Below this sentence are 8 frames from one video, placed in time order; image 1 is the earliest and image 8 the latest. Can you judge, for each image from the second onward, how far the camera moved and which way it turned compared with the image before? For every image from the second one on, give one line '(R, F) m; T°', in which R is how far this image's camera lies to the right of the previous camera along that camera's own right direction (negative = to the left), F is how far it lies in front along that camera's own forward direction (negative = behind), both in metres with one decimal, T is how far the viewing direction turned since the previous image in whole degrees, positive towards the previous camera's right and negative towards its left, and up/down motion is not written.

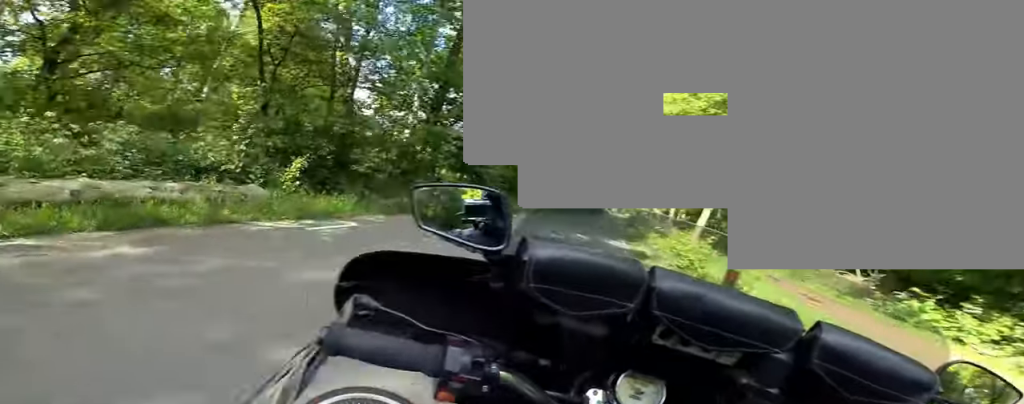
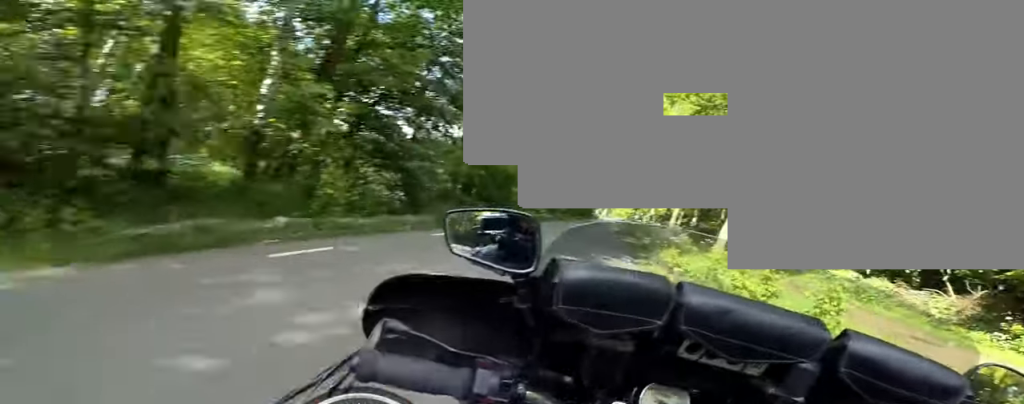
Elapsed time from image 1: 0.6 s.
(0.0, +4.8) m; 0°
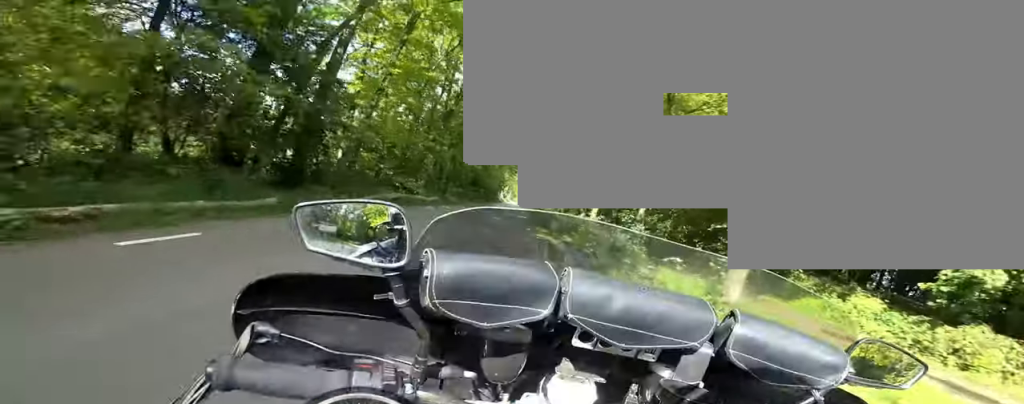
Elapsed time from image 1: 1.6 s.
(0.0, +8.6) m; +1°
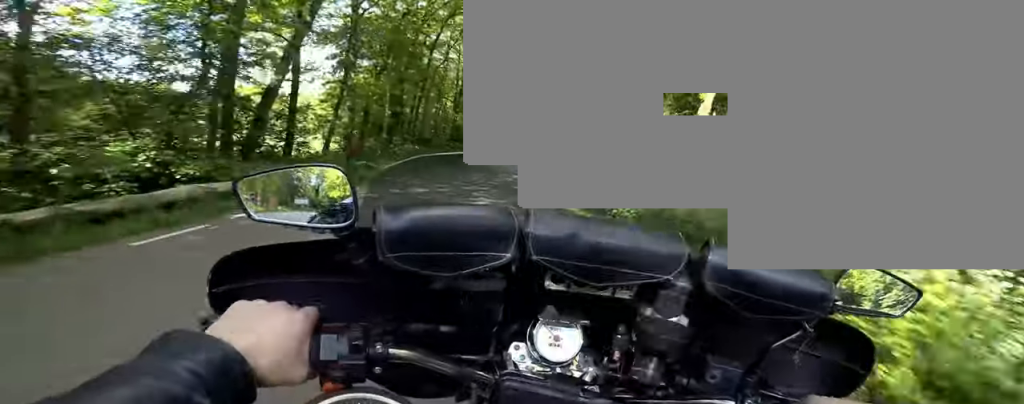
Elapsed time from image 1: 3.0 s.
(+0.6, +12.2) m; +3°
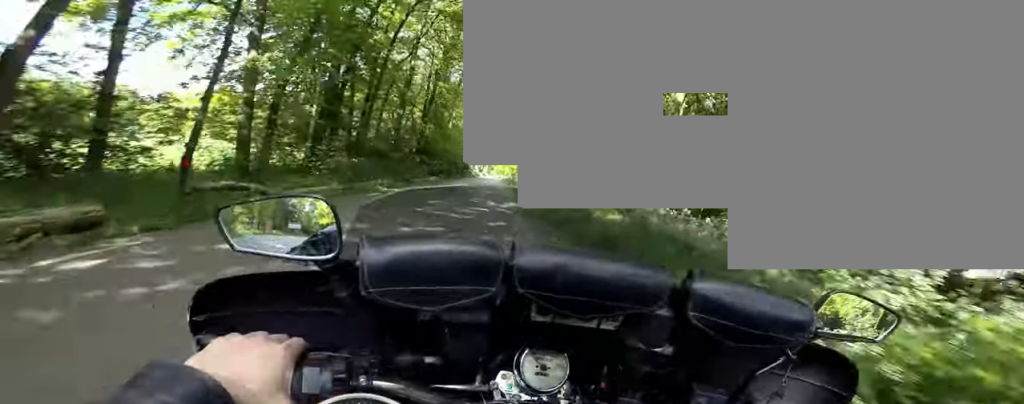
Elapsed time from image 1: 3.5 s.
(0.0, +4.5) m; 0°
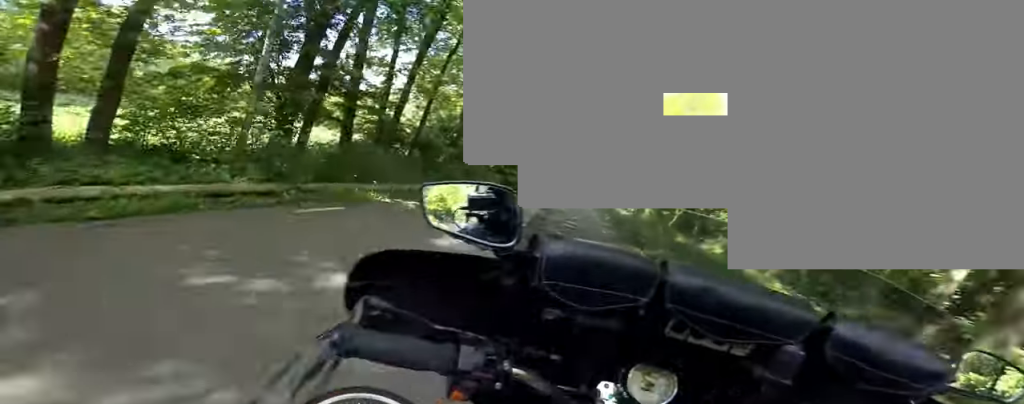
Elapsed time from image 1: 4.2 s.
(-0.4, +6.8) m; 0°
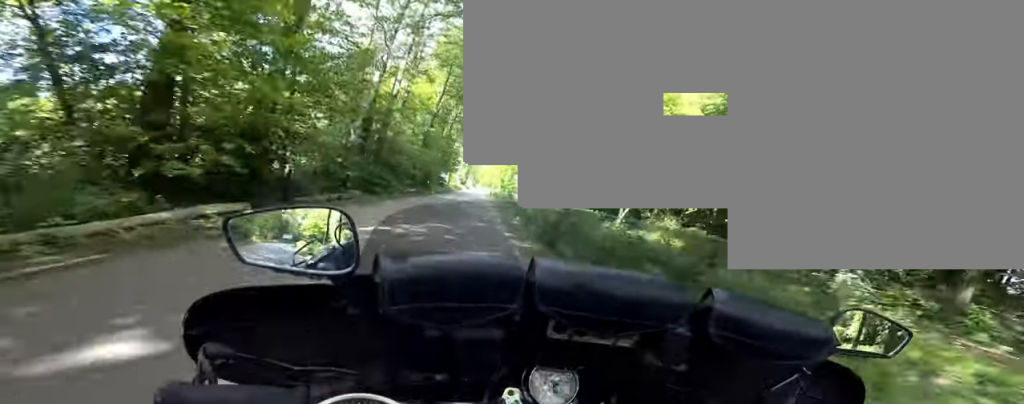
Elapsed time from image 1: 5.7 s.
(+0.9, +14.0) m; +2°
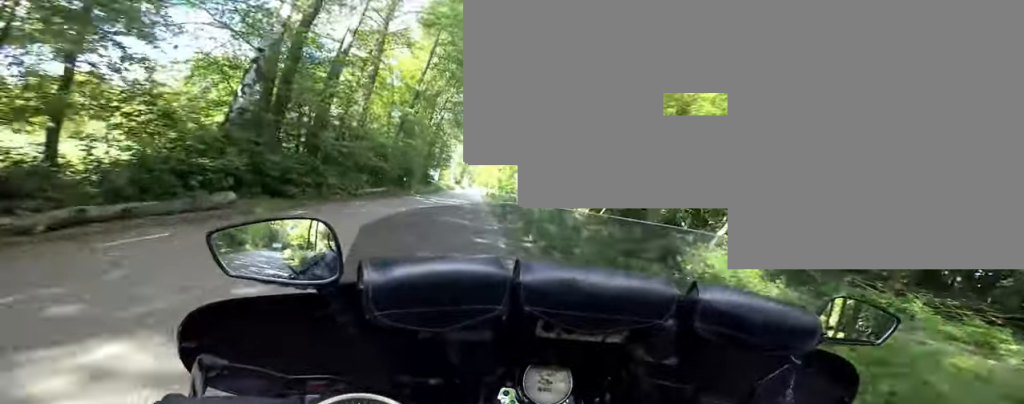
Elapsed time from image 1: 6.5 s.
(0.0, +7.0) m; -2°
